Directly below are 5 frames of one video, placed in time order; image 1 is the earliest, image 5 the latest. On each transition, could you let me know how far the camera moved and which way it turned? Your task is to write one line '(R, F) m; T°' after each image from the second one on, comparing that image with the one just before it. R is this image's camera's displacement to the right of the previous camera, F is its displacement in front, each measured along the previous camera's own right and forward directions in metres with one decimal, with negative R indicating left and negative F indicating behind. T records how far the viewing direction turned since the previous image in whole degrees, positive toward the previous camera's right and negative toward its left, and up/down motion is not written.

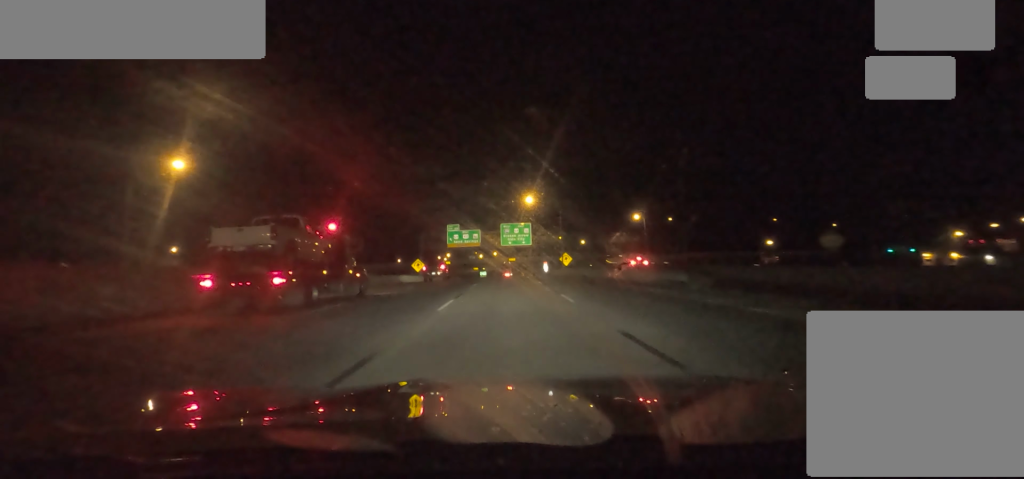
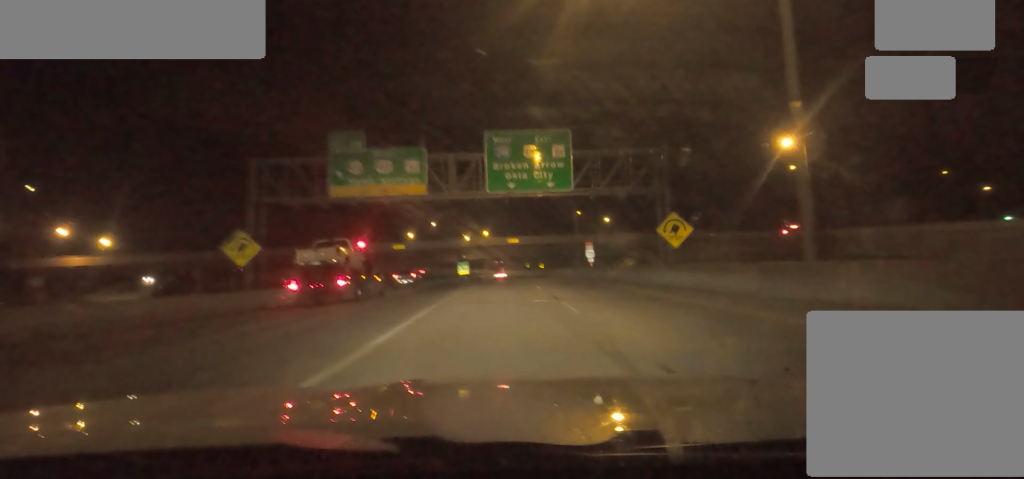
(+2.6, +71.1) m; +3°
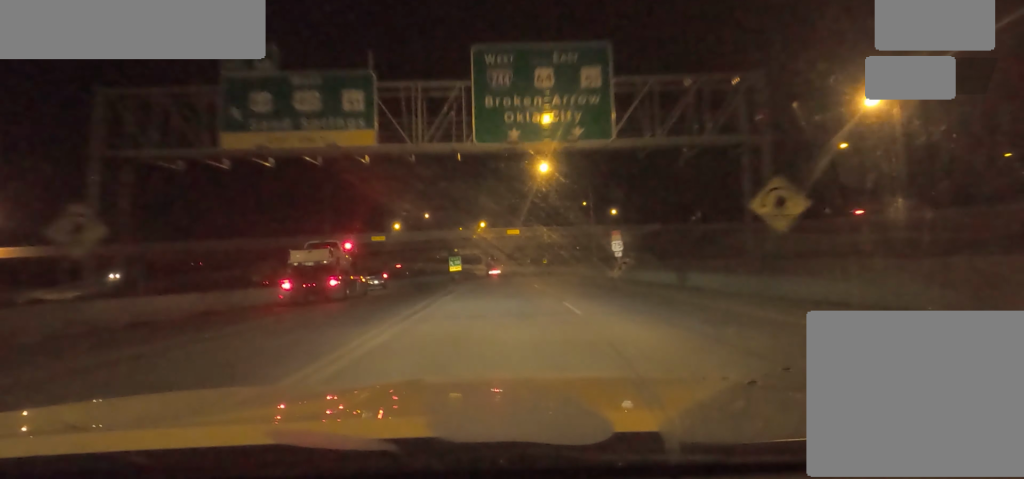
(+1.1, +14.6) m; 0°
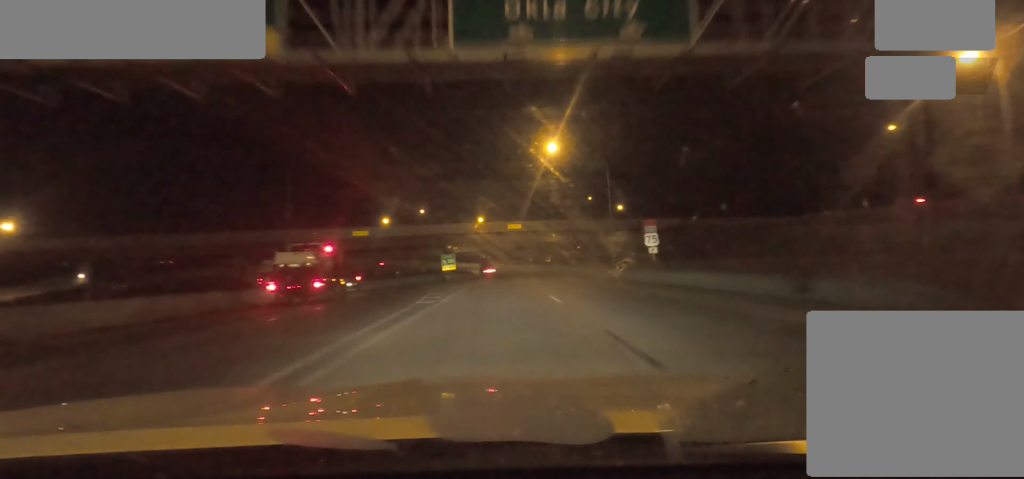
(-0.1, +10.2) m; 0°
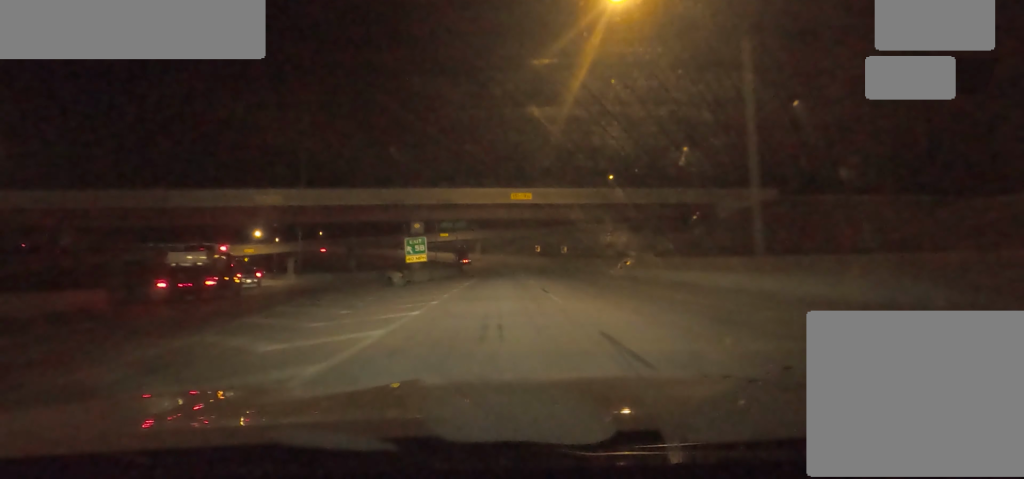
(-0.2, +28.9) m; 0°
